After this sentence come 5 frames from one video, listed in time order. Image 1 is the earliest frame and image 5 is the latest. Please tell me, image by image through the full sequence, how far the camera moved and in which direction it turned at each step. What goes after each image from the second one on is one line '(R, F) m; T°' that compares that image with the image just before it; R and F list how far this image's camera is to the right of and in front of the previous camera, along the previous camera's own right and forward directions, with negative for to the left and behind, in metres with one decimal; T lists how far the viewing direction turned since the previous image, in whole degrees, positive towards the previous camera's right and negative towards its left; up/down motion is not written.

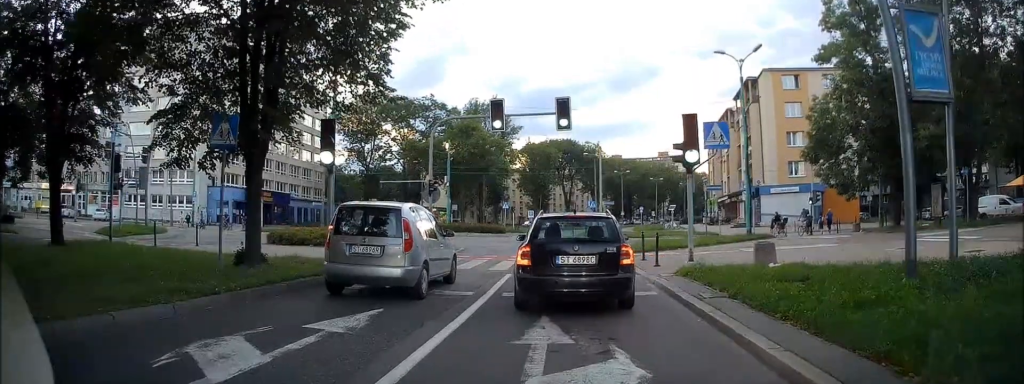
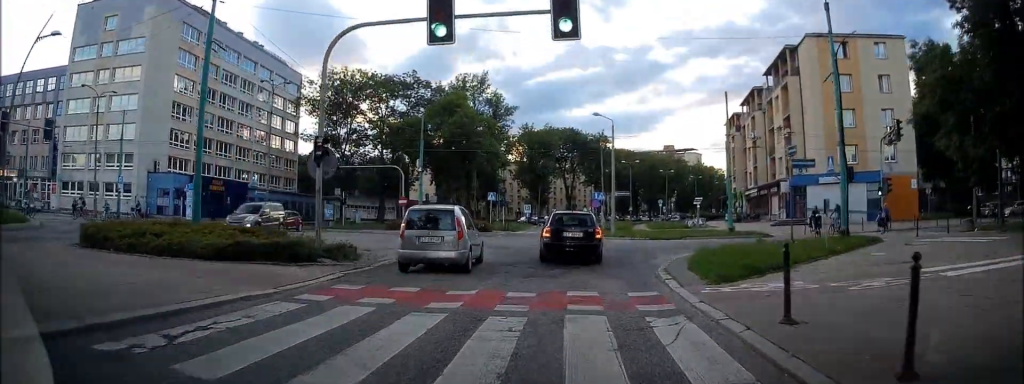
(+0.6, +10.8) m; +1°
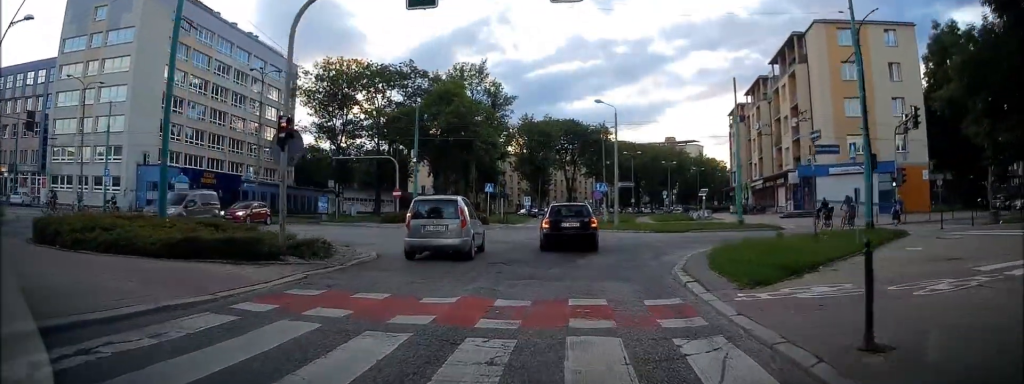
(0.0, +1.9) m; 0°
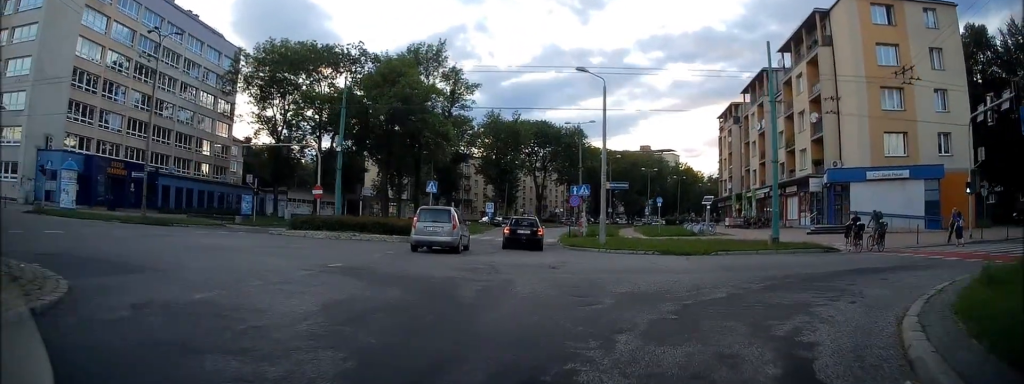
(+0.4, +10.5) m; +8°
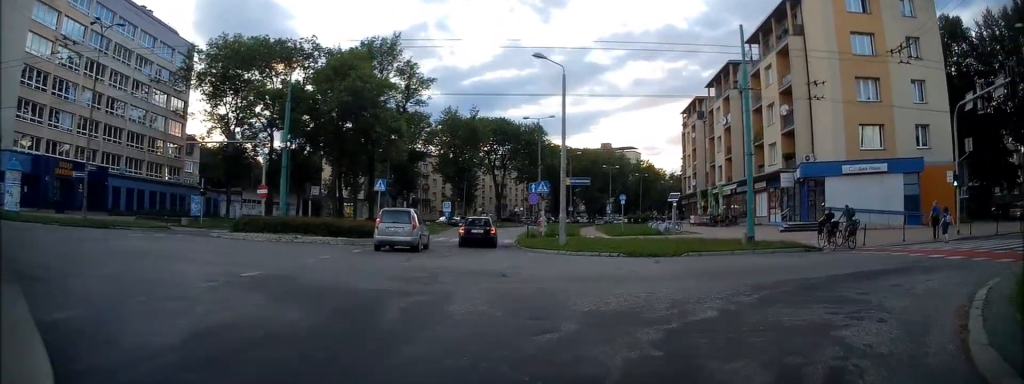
(-0.2, +2.0) m; +5°
